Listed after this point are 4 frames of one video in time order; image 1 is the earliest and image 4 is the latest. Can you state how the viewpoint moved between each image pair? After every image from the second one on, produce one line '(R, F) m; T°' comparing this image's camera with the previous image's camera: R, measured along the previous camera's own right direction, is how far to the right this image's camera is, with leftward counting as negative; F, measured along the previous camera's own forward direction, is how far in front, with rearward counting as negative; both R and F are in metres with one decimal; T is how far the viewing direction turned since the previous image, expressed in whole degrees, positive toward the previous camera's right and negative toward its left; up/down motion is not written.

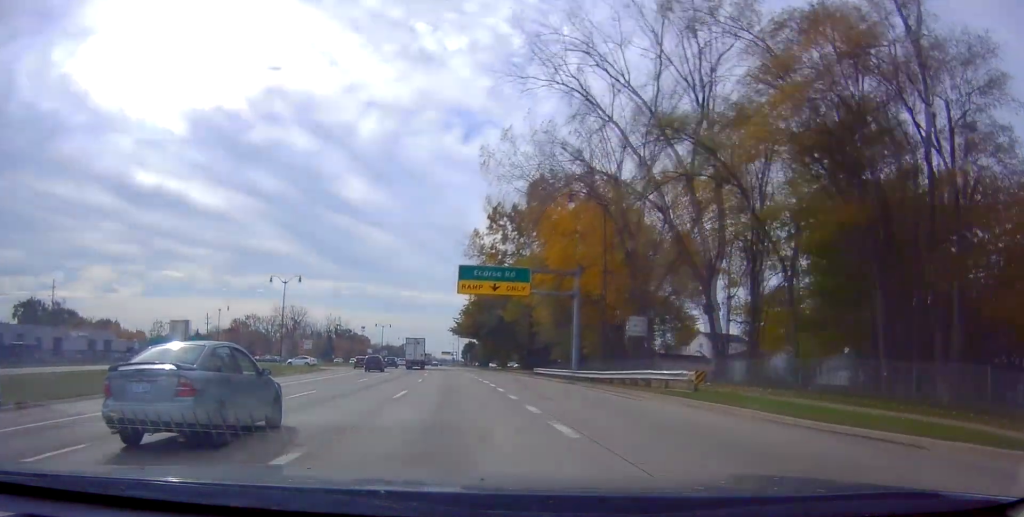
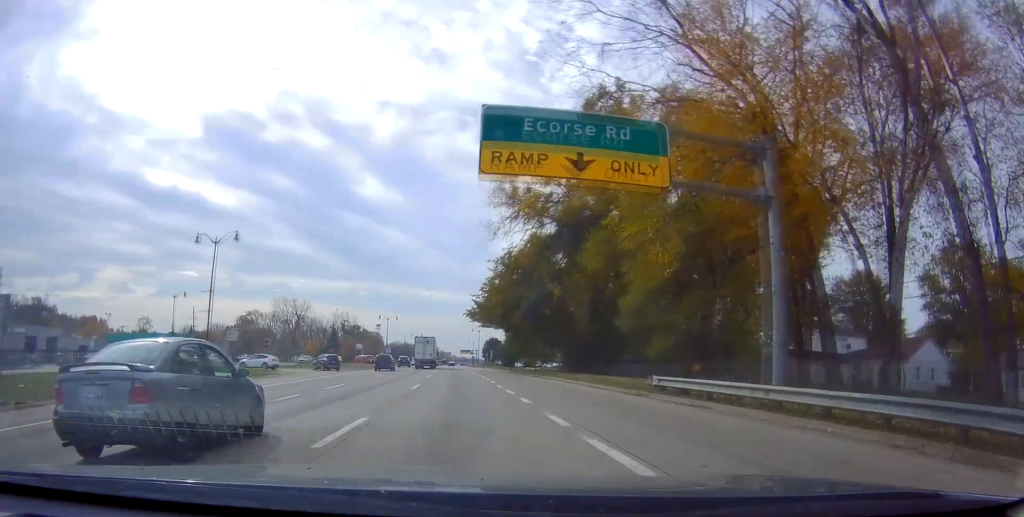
(-0.7, +25.7) m; -3°
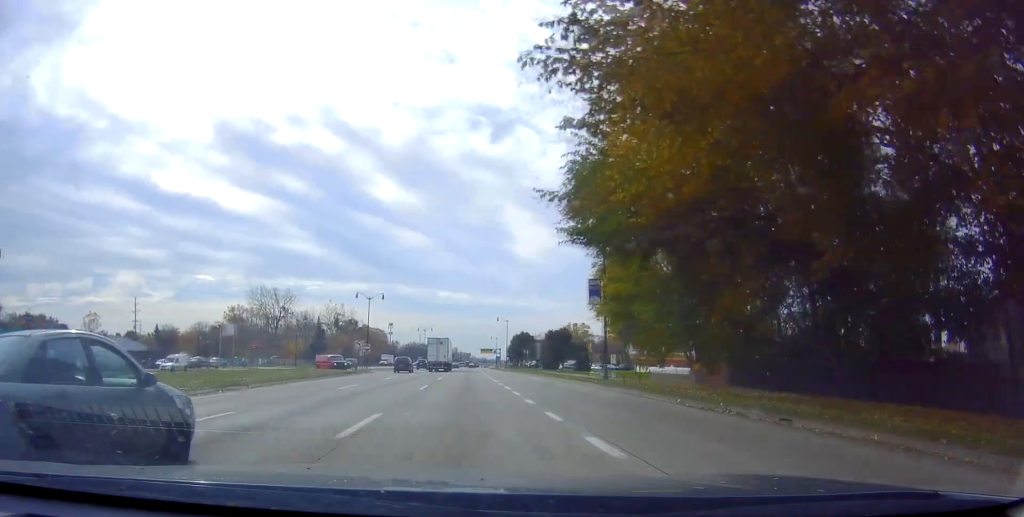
(-0.4, +45.3) m; 0°
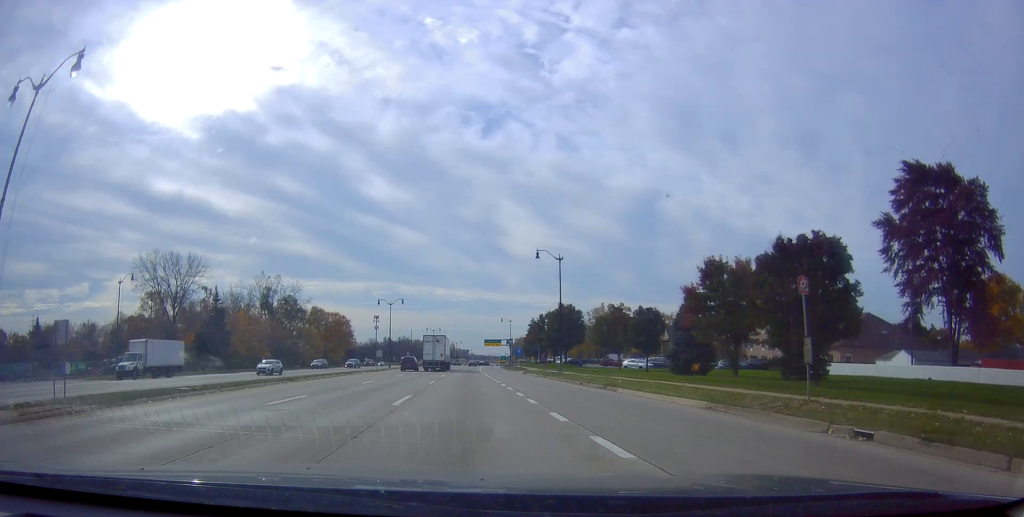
(-3.5, +68.9) m; -2°
